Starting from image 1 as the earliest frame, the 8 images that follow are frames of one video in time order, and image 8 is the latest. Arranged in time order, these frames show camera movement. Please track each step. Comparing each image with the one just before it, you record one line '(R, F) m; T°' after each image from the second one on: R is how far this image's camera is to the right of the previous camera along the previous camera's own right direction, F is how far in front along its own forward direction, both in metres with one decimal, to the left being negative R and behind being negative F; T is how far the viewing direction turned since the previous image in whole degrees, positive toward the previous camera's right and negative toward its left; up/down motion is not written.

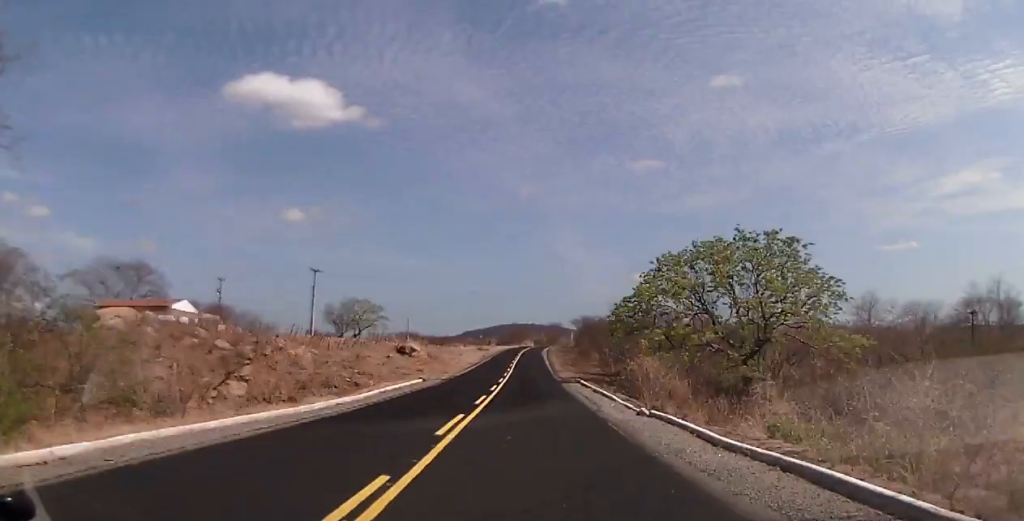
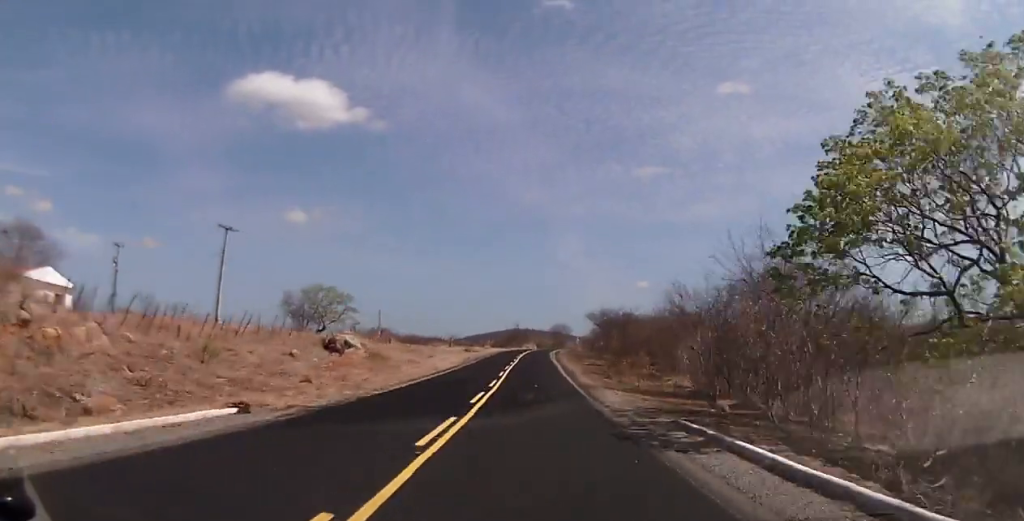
(+0.1, +28.0) m; 0°
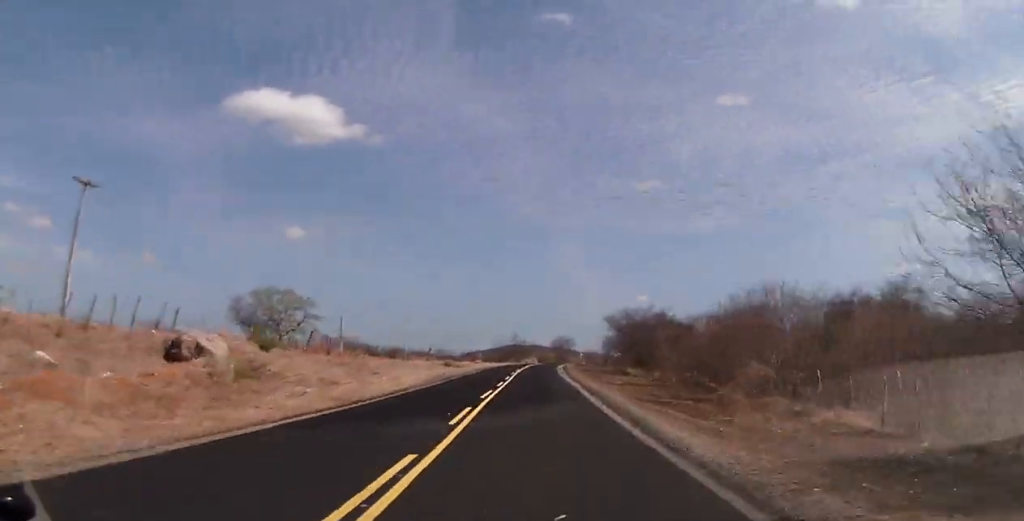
(0.0, +21.8) m; -1°
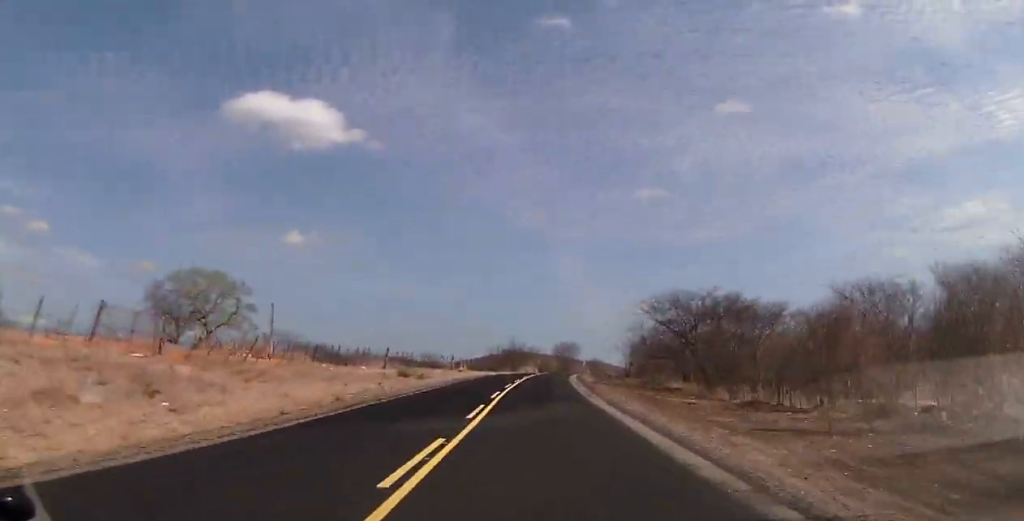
(-0.4, +23.4) m; 0°
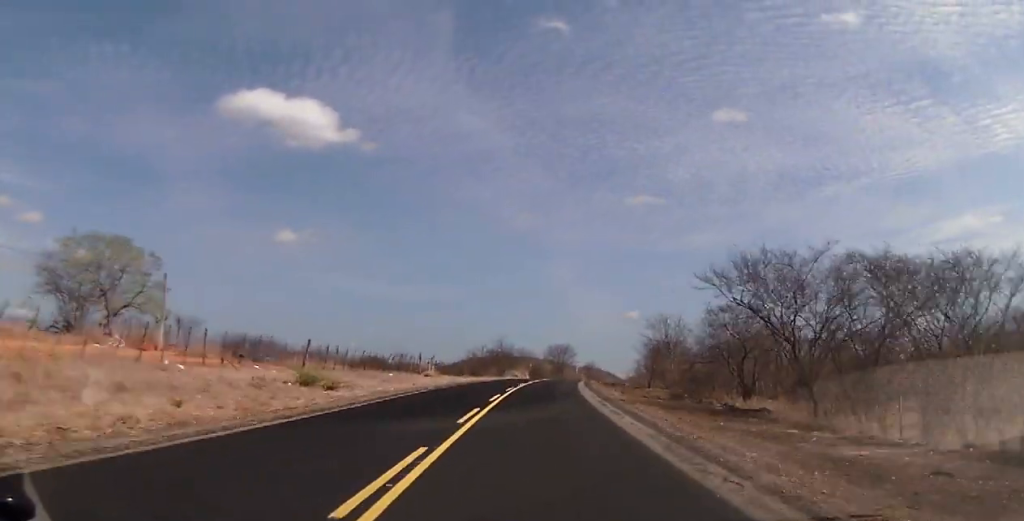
(+0.4, +18.5) m; 0°
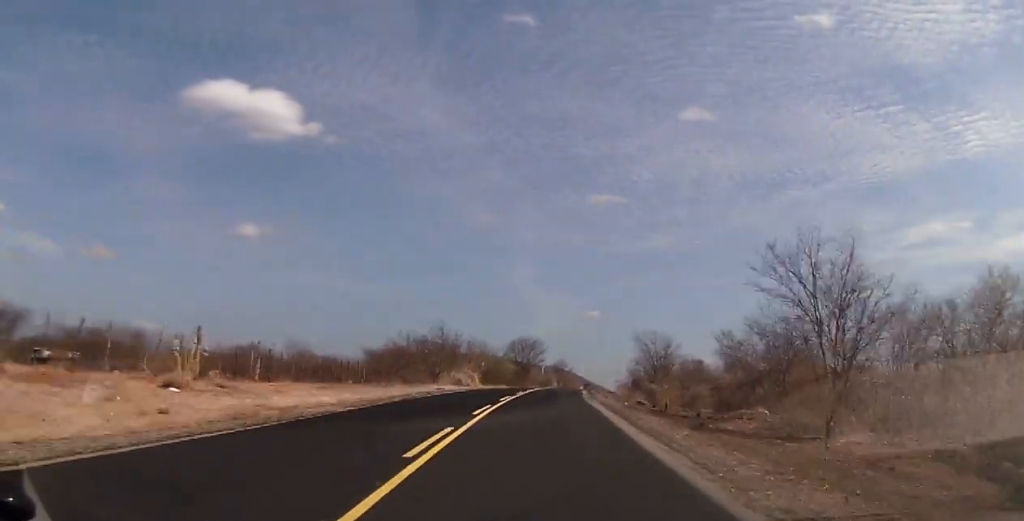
(-0.1, +39.2) m; +2°
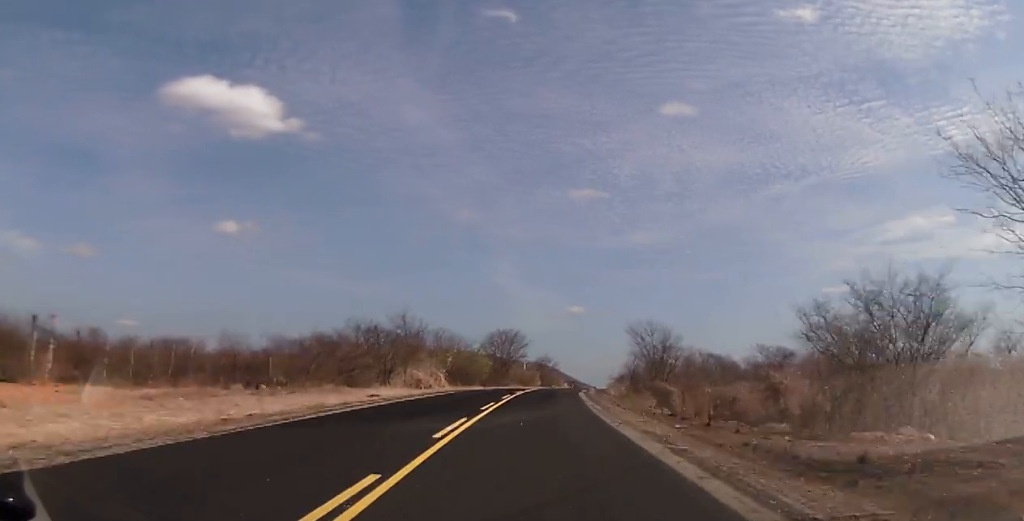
(+0.5, +14.3) m; +1°
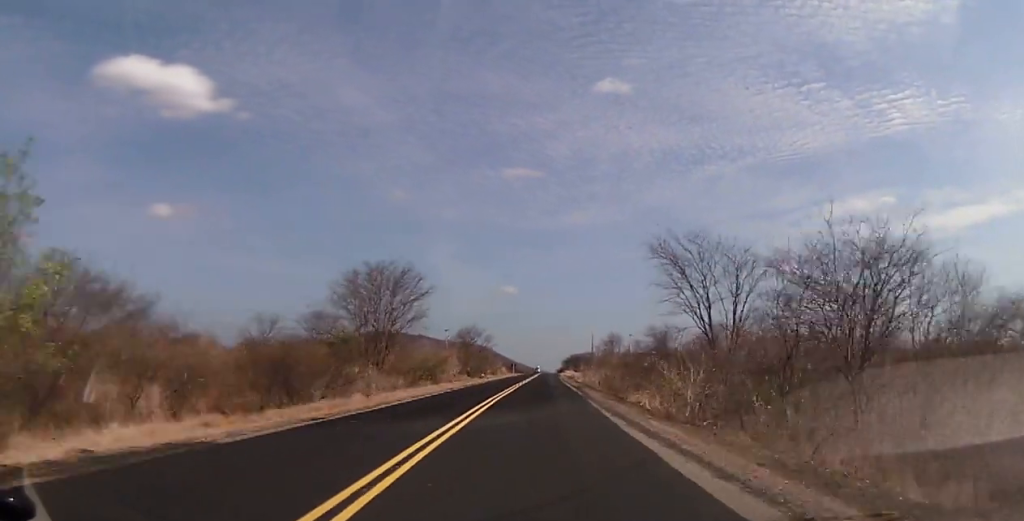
(+2.2, +61.6) m; +5°
